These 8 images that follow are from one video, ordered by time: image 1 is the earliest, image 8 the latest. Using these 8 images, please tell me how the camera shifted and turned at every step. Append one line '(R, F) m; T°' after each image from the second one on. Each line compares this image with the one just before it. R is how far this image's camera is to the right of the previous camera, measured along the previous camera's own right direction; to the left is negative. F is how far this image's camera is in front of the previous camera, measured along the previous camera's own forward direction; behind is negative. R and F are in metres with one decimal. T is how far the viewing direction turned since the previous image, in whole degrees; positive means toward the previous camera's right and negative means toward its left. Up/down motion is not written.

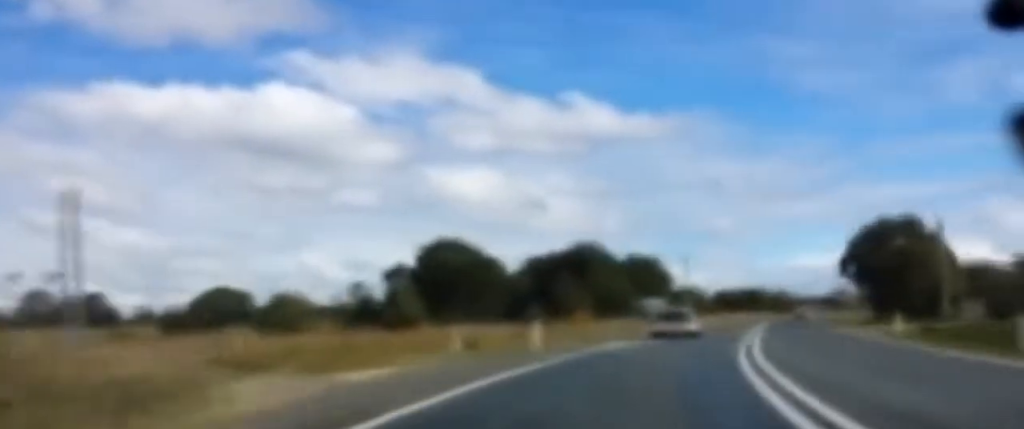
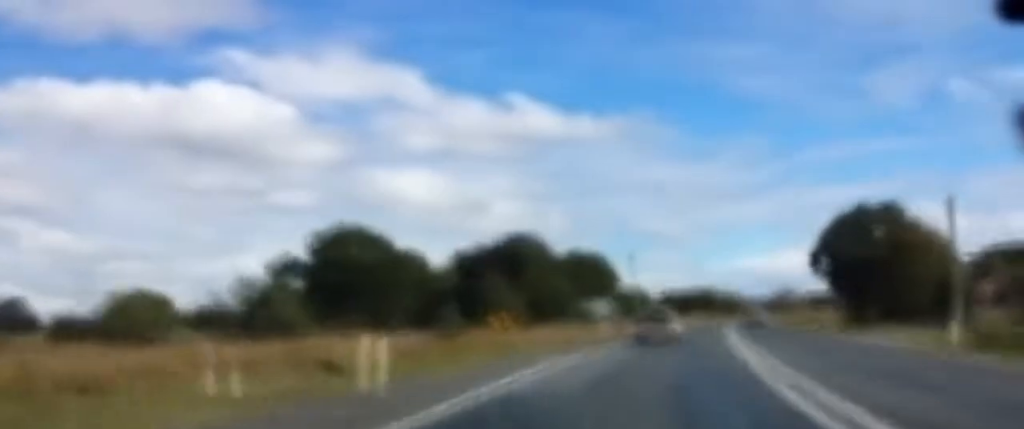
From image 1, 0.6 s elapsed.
(+0.4, +11.8) m; +3°
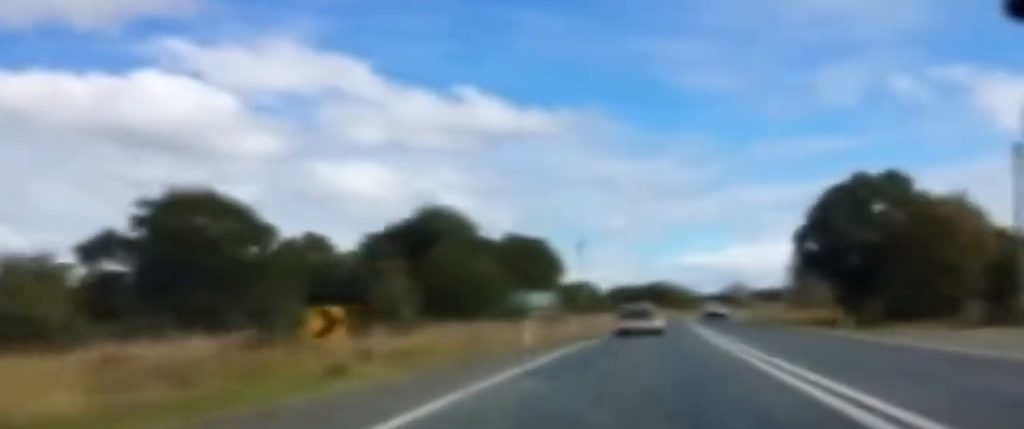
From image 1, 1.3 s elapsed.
(+0.3, +14.4) m; +3°
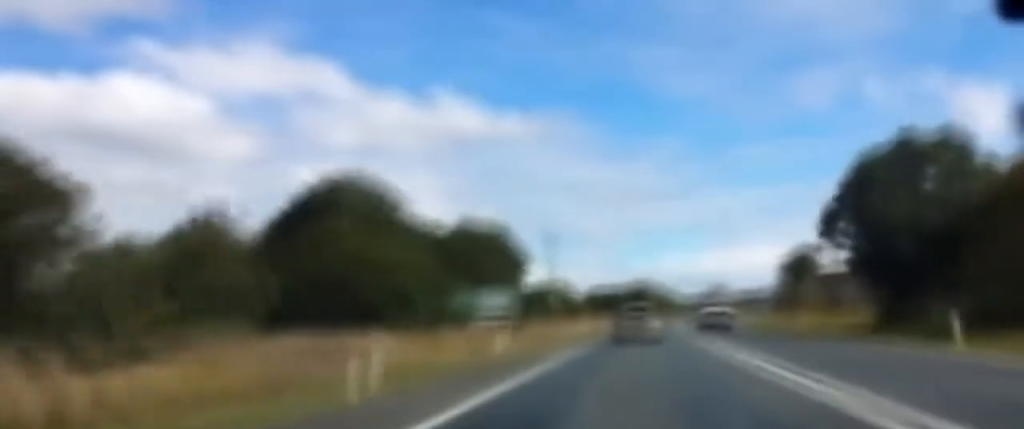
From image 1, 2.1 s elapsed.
(+0.5, +14.5) m; +2°
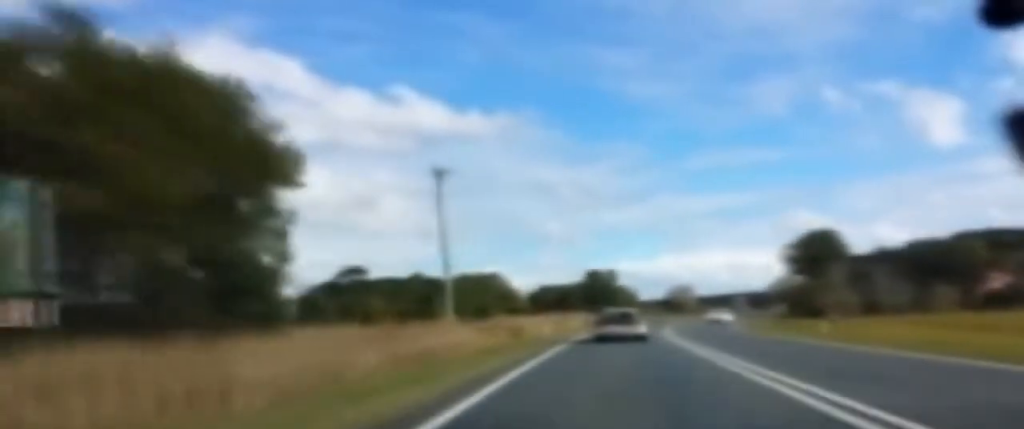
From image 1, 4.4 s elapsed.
(+1.8, +46.5) m; +3°
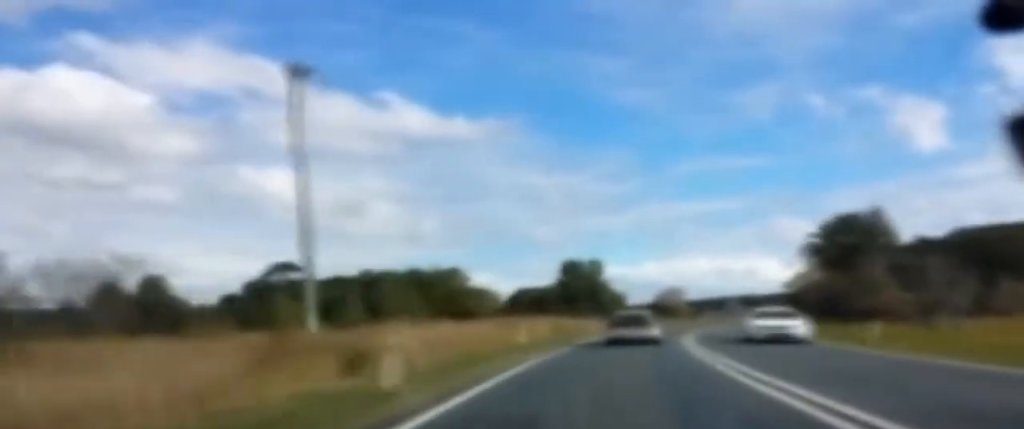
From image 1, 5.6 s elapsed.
(-0.4, +25.9) m; 0°
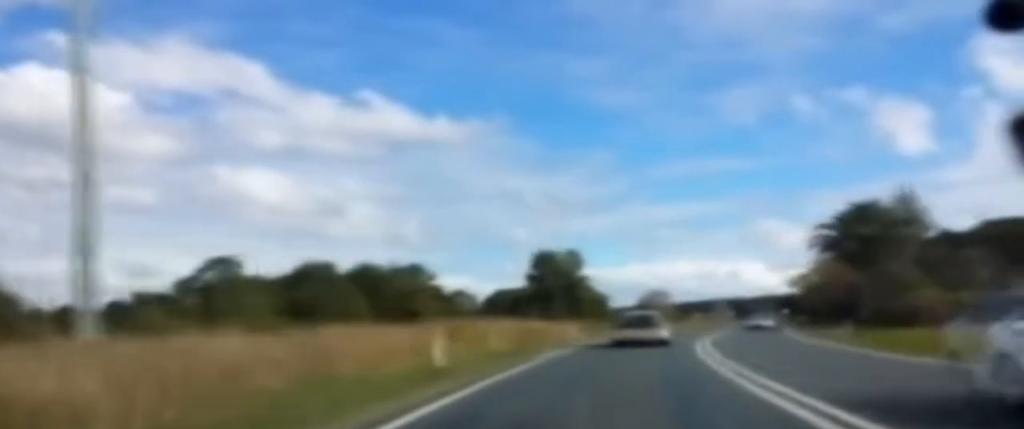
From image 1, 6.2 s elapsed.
(-0.1, +14.4) m; +2°
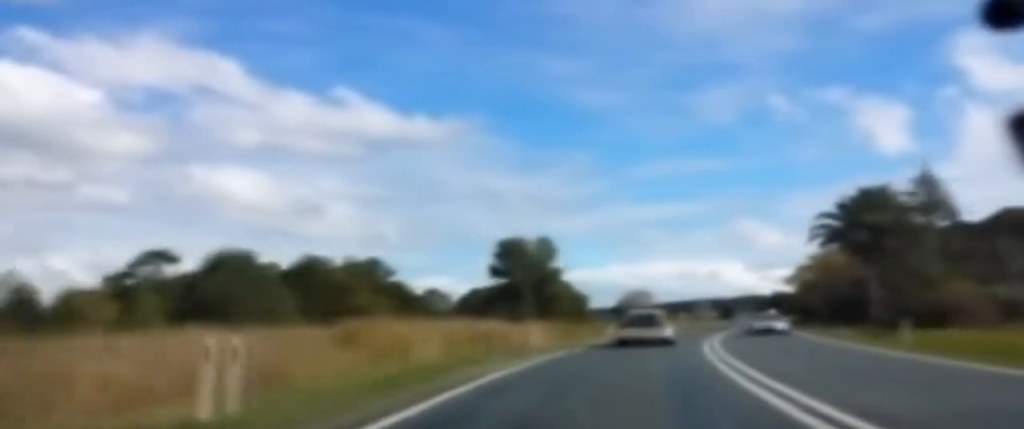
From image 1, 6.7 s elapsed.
(+0.3, +11.4) m; +2°
